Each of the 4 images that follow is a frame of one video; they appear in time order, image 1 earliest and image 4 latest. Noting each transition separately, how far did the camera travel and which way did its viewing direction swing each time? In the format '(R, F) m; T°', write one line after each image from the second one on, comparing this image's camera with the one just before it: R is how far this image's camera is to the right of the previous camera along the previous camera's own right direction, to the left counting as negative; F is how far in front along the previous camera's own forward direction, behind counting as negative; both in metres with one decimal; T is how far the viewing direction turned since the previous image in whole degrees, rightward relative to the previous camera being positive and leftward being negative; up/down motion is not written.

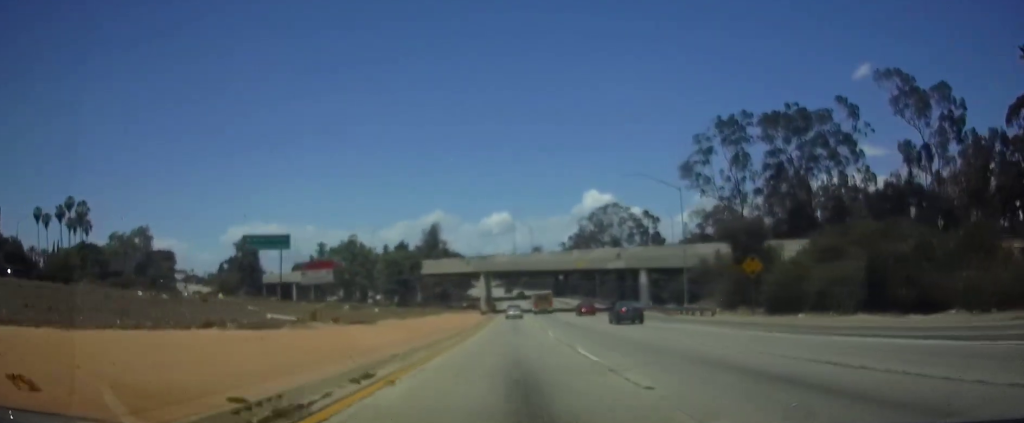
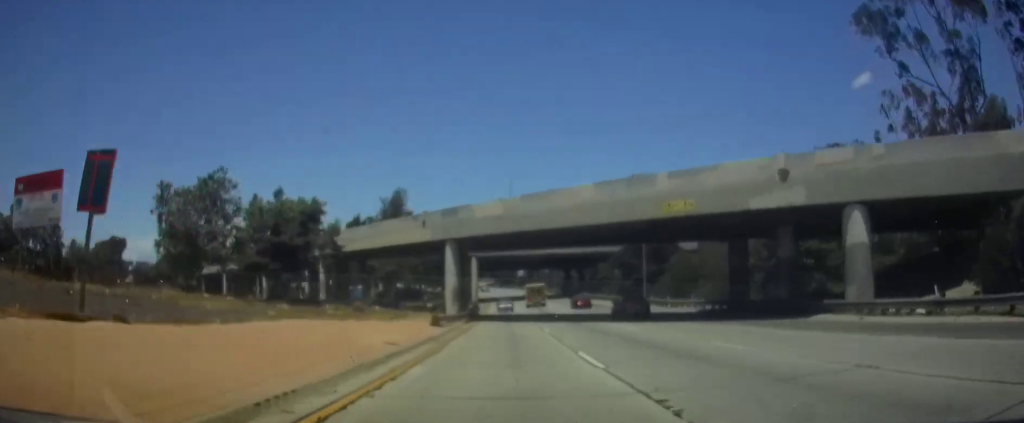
(+0.2, +45.1) m; 0°
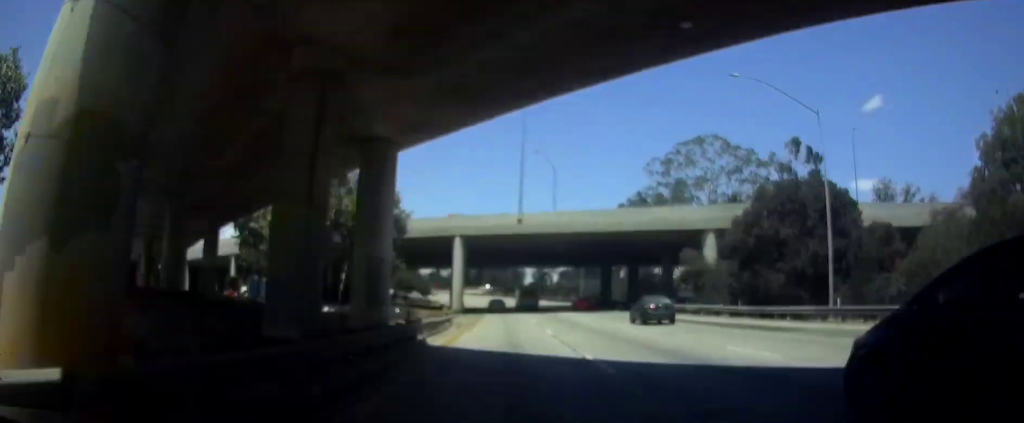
(+0.1, +43.4) m; 0°
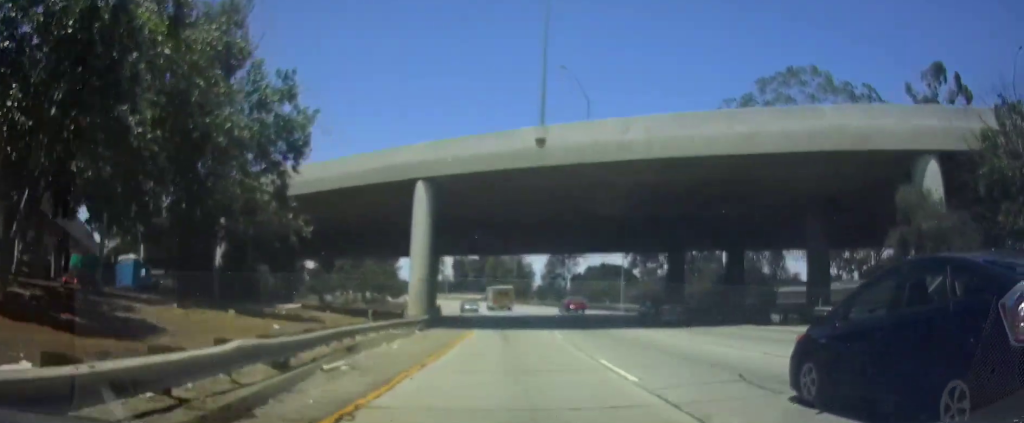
(-0.2, +30.7) m; -1°
